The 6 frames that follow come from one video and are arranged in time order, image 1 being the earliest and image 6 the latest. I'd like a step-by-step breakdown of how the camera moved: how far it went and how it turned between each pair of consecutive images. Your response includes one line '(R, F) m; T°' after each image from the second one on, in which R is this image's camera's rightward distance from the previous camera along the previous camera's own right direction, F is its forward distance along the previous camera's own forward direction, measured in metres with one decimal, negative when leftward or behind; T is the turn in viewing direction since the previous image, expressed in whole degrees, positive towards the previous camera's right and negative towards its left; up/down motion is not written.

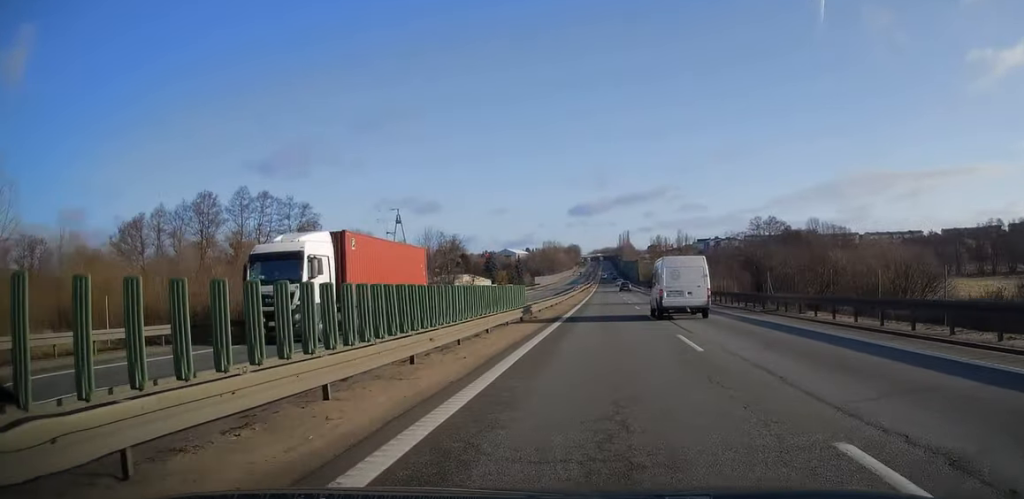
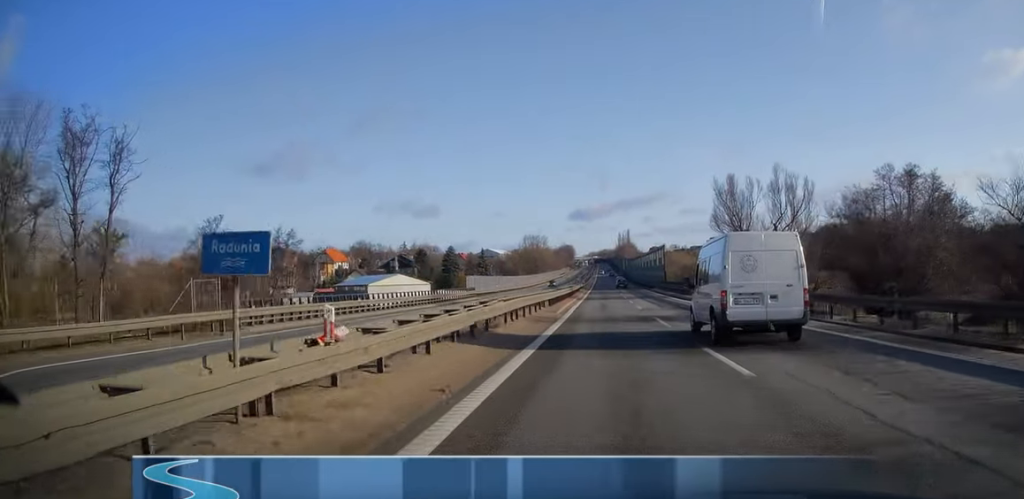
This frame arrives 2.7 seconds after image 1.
(0.0, +76.2) m; 0°
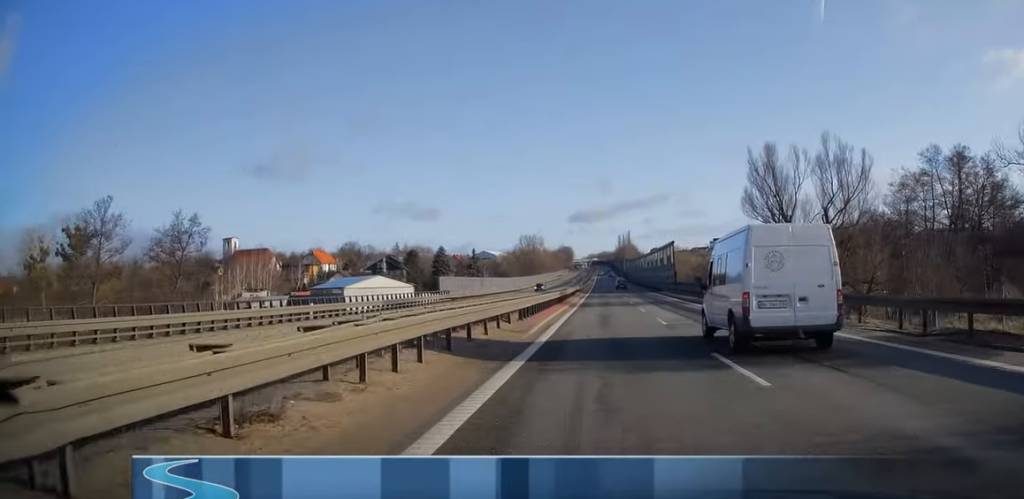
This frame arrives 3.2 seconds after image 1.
(0.0, +13.2) m; 0°
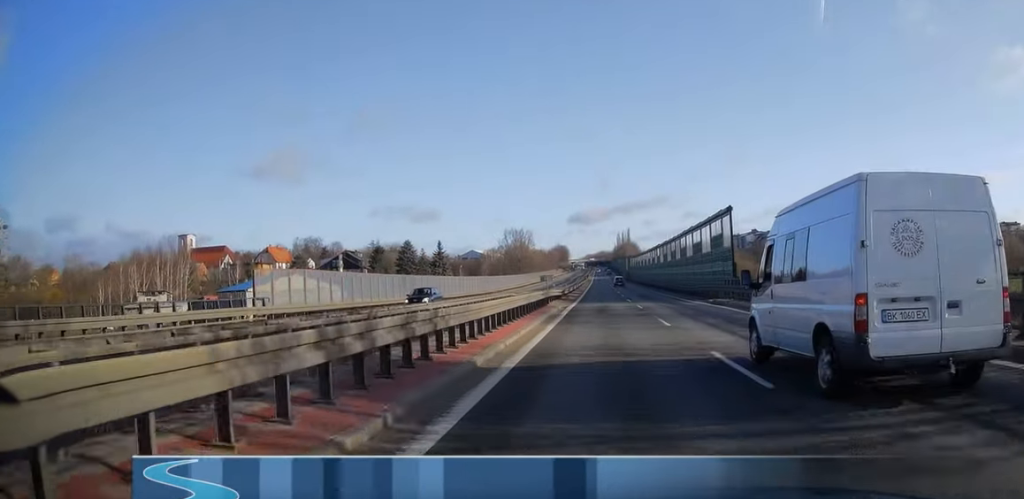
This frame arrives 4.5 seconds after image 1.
(0.0, +36.5) m; 0°
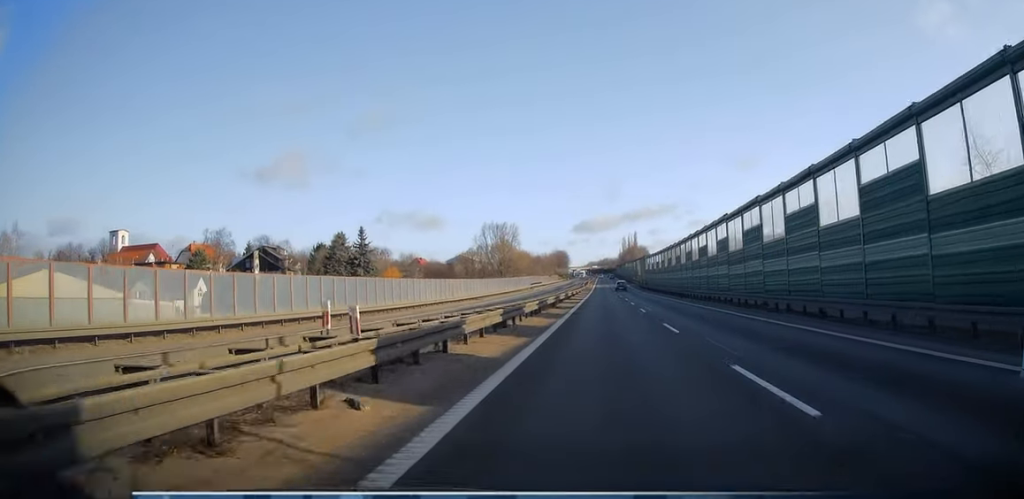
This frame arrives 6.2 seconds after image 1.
(+0.2, +49.8) m; 0°
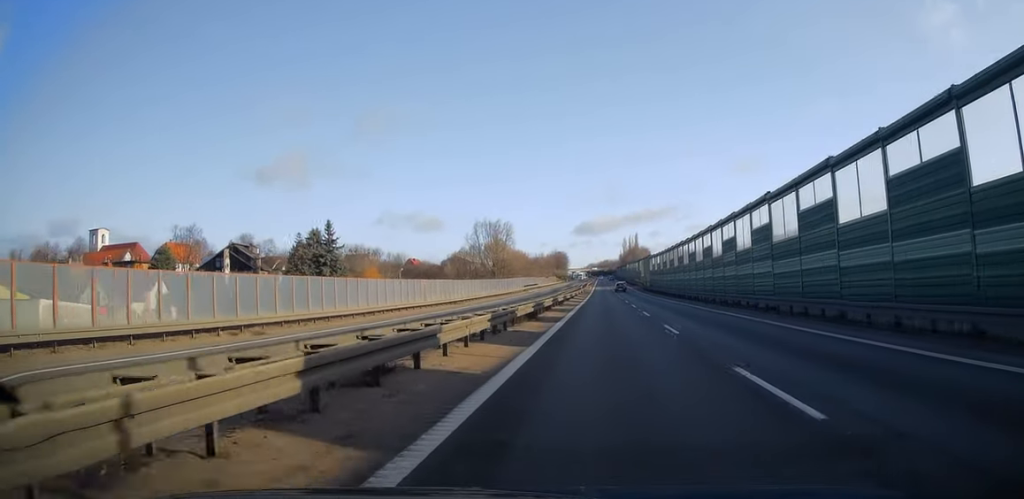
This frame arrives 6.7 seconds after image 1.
(0.0, +12.1) m; 0°
